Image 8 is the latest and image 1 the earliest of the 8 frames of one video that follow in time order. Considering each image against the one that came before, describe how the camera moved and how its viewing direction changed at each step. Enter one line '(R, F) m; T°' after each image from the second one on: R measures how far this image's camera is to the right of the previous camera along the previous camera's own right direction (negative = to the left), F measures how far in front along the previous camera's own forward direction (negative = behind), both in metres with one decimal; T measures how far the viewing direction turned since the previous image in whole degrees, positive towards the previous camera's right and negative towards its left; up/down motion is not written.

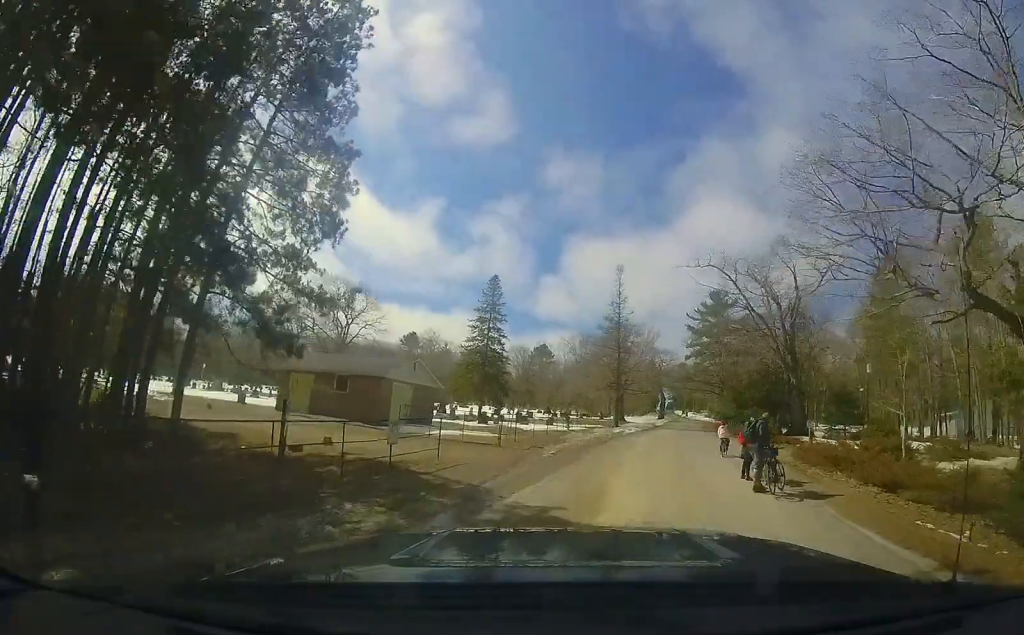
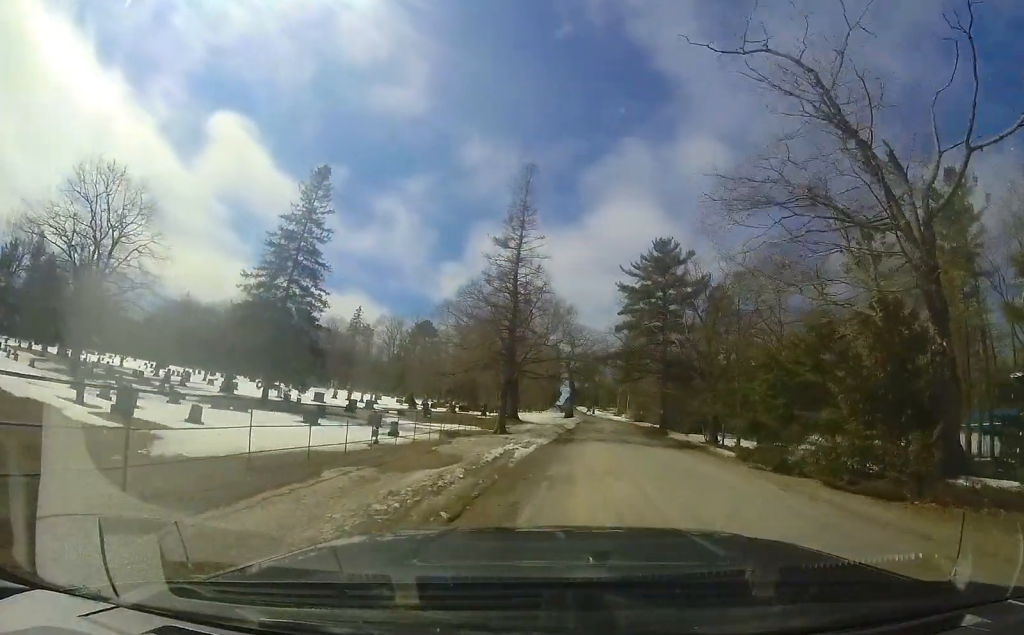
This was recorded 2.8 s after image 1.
(+0.6, +22.1) m; +6°
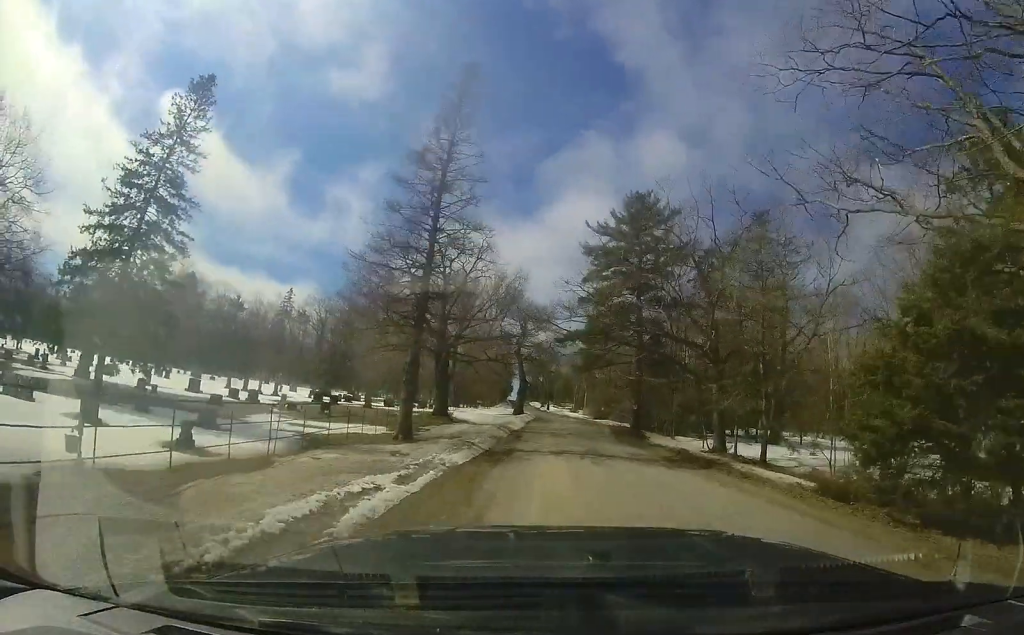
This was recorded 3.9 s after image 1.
(+0.7, +9.5) m; +6°
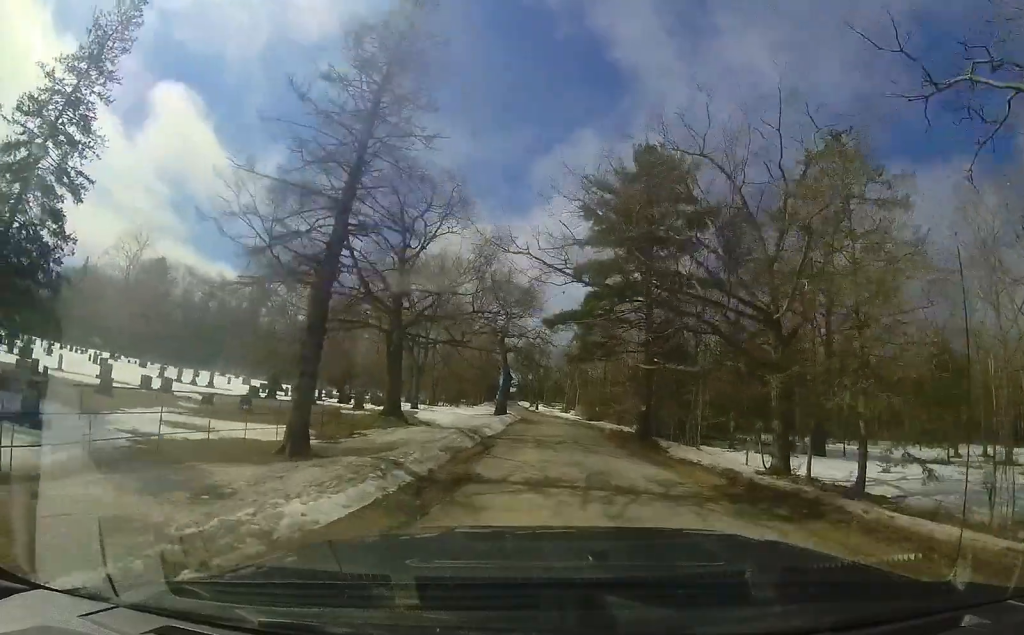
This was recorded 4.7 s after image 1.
(+0.1, +6.9) m; +2°
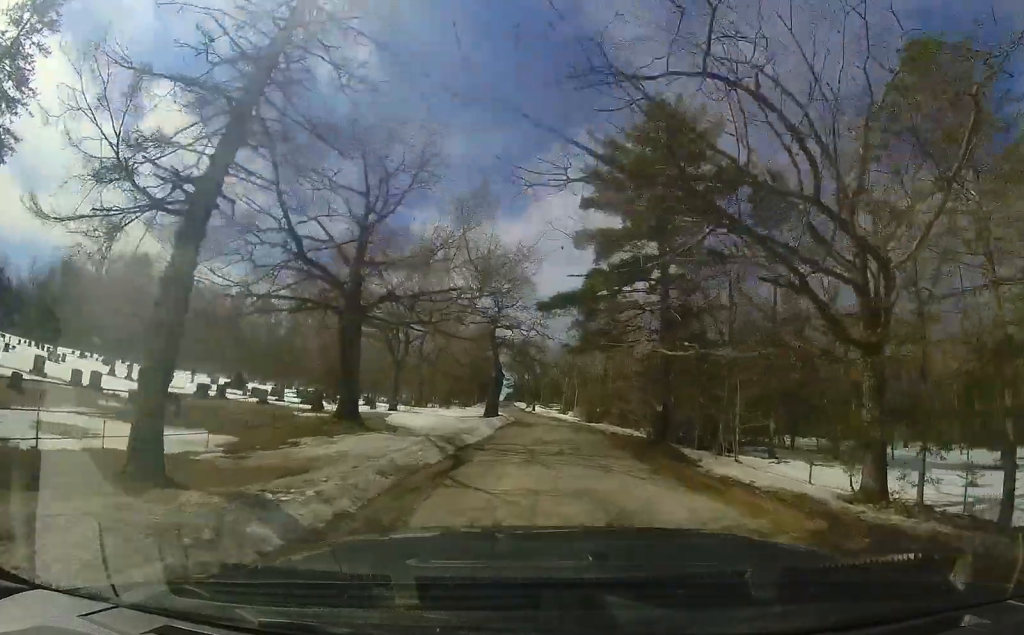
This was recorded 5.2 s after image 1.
(0.0, +4.8) m; 0°
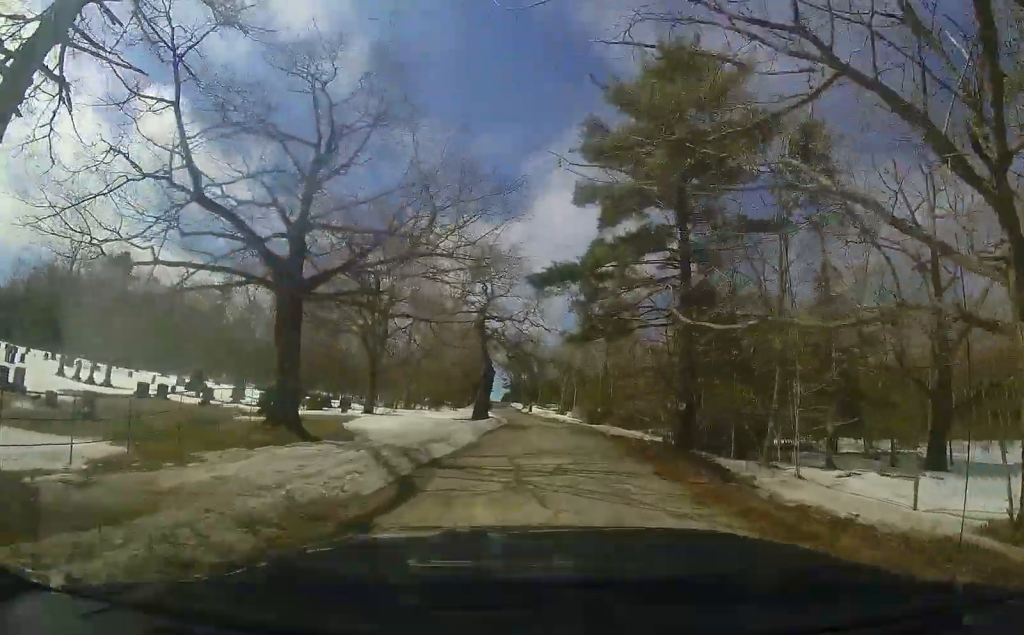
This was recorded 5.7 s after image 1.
(+0.1, +4.4) m; 0°
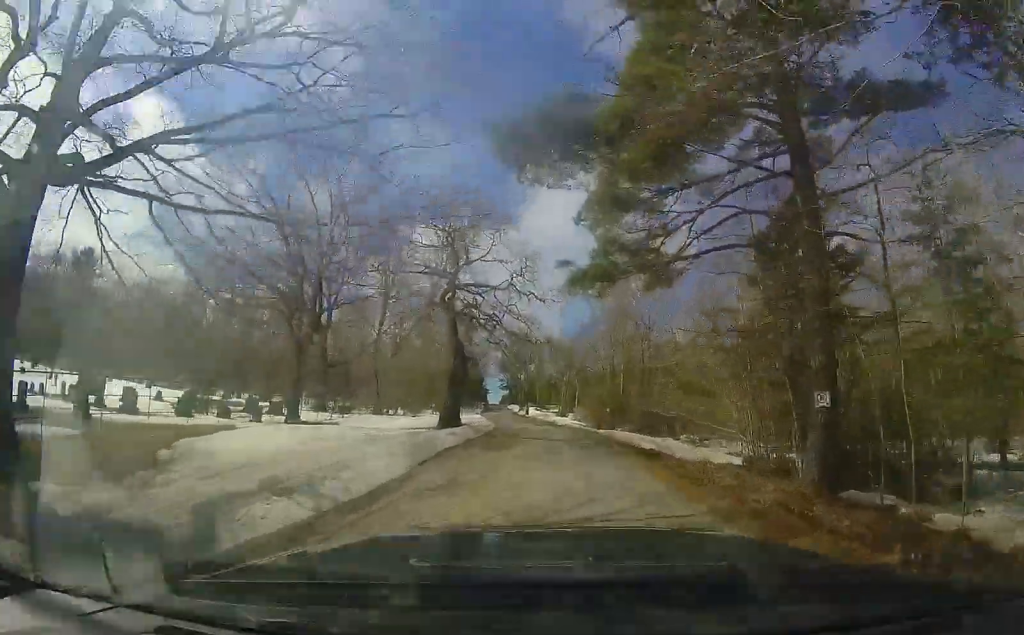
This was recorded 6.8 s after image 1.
(-0.1, +9.6) m; -3°
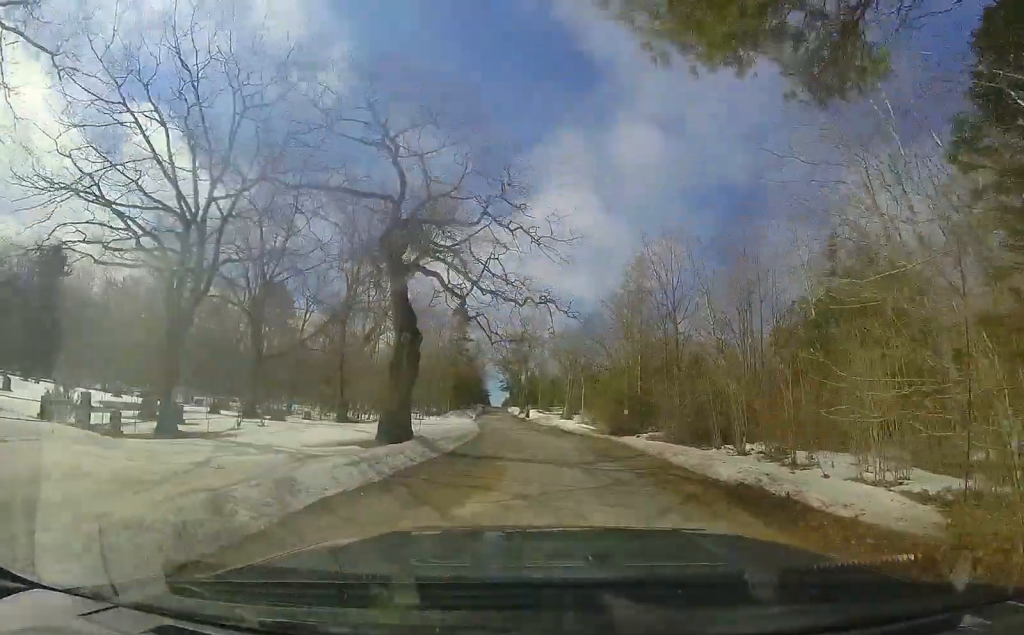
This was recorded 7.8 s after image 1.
(-0.4, +8.8) m; -1°
